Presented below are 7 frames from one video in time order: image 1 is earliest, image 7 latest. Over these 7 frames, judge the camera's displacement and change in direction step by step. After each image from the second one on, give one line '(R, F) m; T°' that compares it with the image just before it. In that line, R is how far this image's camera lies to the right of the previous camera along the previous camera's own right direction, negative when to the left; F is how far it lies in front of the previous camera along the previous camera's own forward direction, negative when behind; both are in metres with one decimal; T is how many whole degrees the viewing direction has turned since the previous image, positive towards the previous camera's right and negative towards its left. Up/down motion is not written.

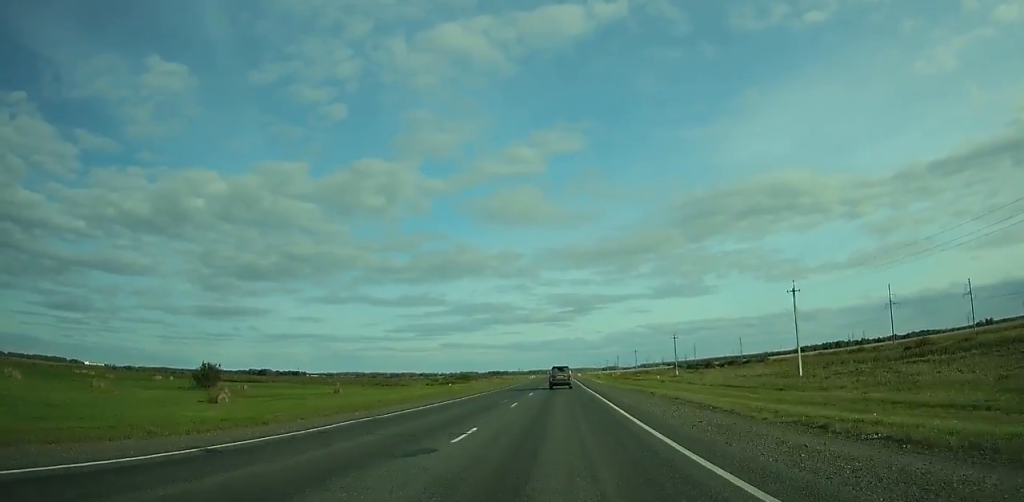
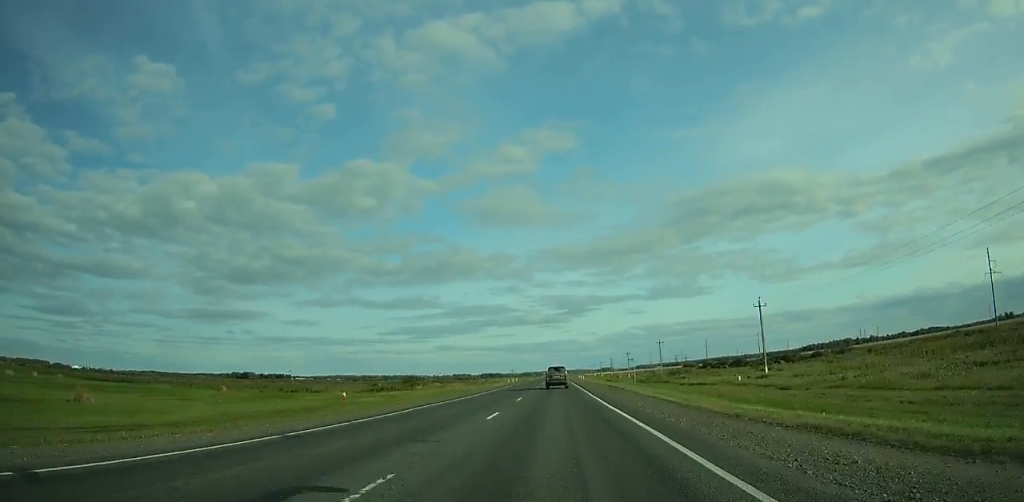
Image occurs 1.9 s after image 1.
(+0.2, +55.3) m; 0°
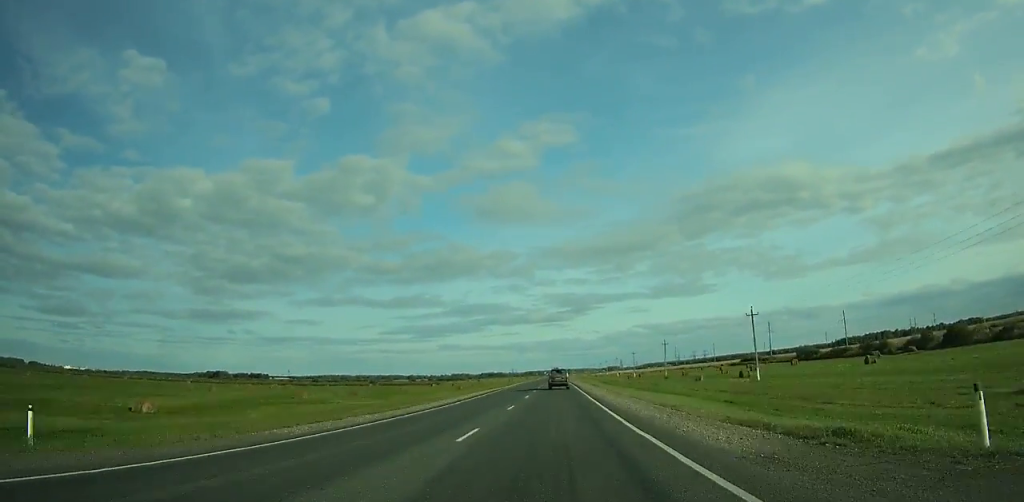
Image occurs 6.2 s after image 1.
(-0.4, +125.6) m; -1°
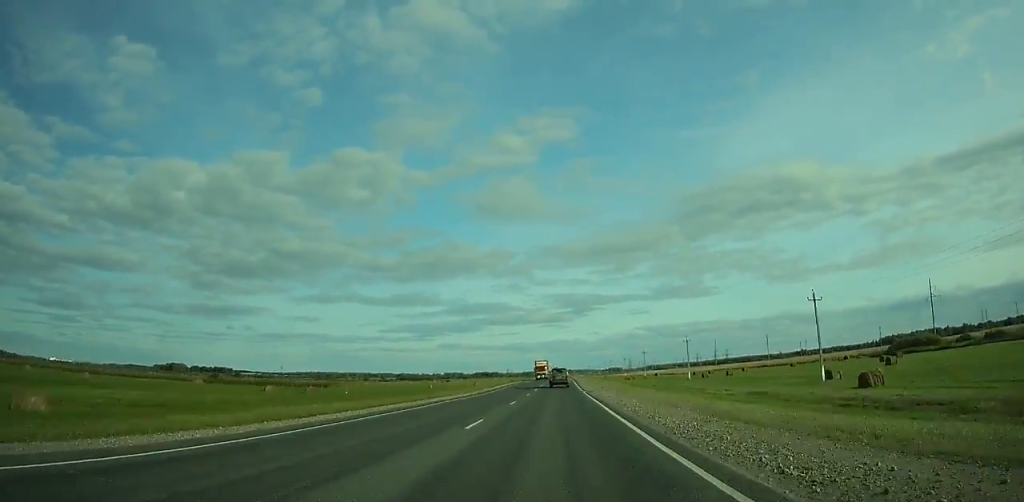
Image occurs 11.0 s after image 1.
(-0.7, +142.3) m; 0°
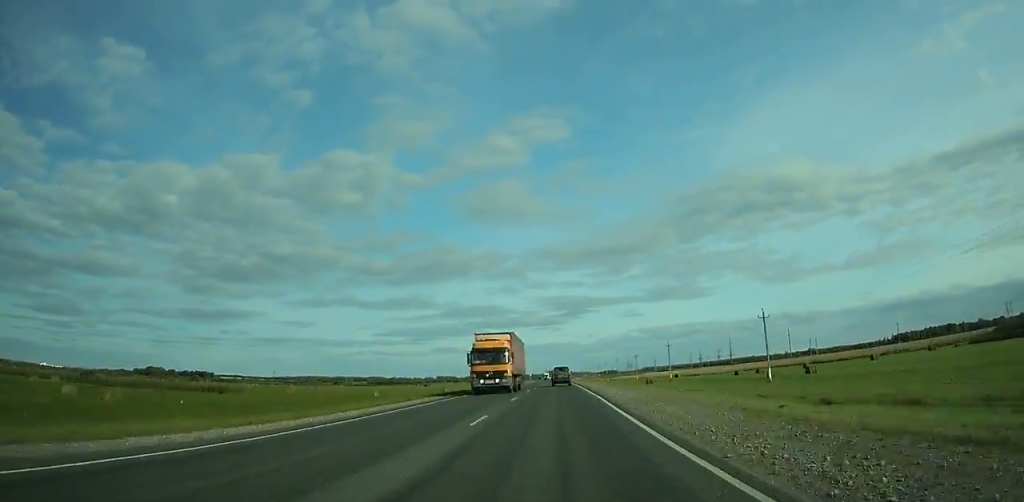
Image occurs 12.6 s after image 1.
(-0.1, +47.8) m; 0°
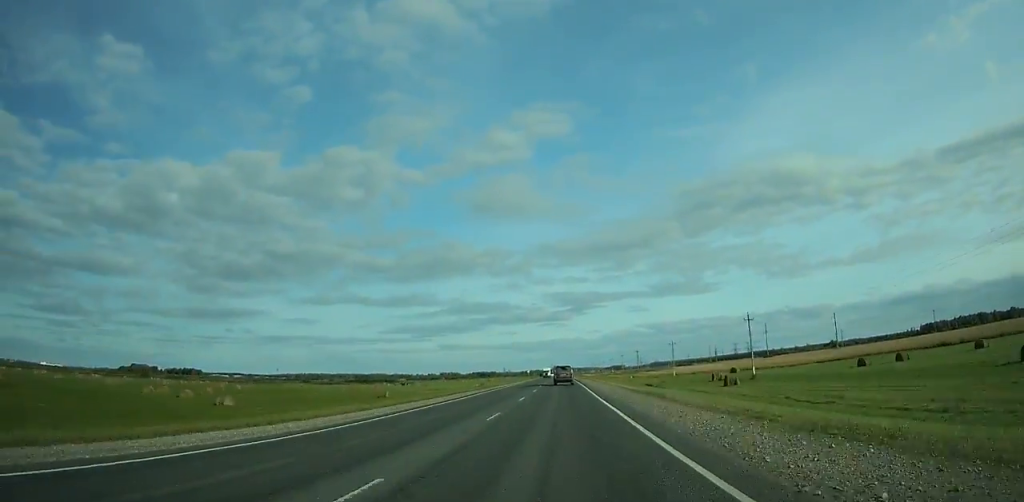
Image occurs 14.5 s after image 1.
(+0.1, +57.4) m; +2°
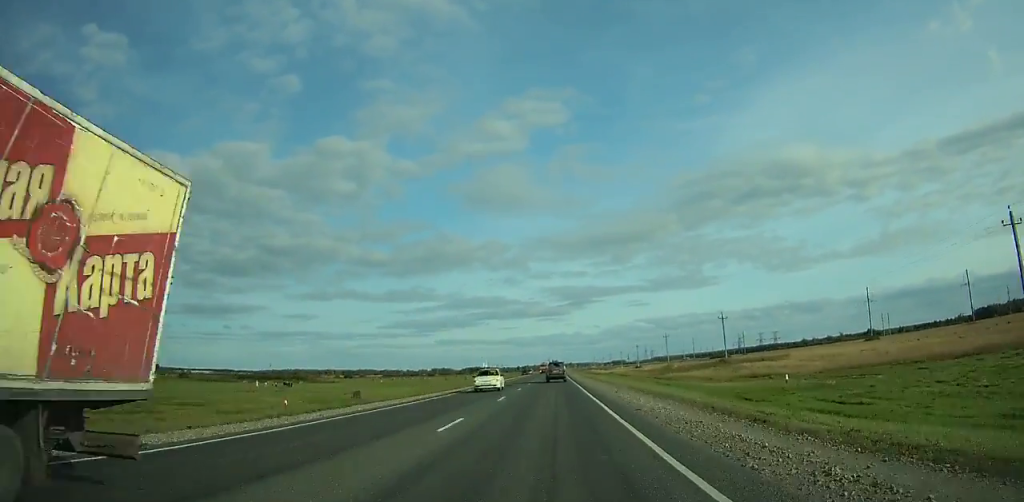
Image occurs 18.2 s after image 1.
(+4.2, +112.2) m; -2°
